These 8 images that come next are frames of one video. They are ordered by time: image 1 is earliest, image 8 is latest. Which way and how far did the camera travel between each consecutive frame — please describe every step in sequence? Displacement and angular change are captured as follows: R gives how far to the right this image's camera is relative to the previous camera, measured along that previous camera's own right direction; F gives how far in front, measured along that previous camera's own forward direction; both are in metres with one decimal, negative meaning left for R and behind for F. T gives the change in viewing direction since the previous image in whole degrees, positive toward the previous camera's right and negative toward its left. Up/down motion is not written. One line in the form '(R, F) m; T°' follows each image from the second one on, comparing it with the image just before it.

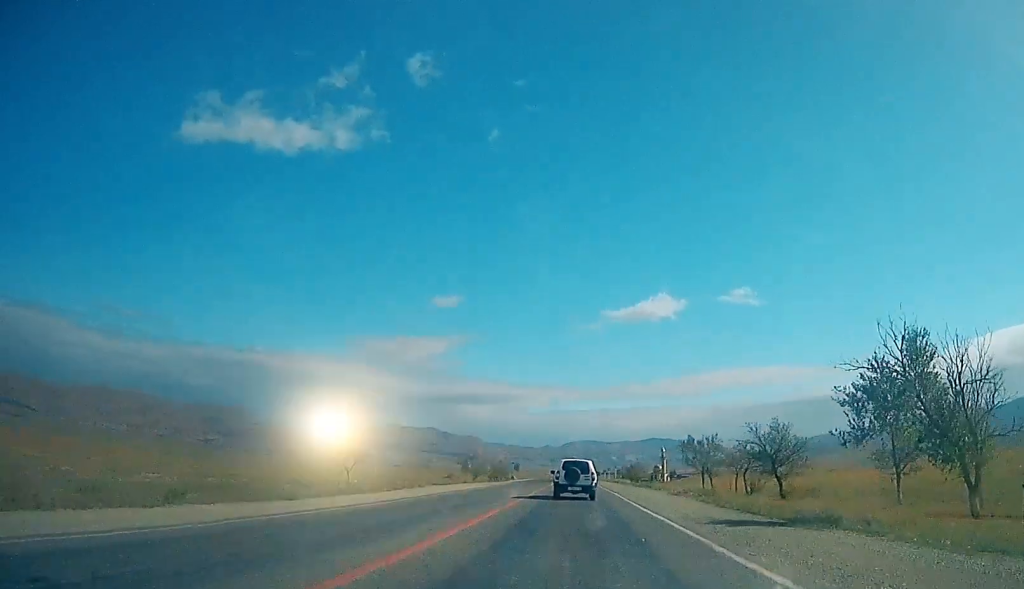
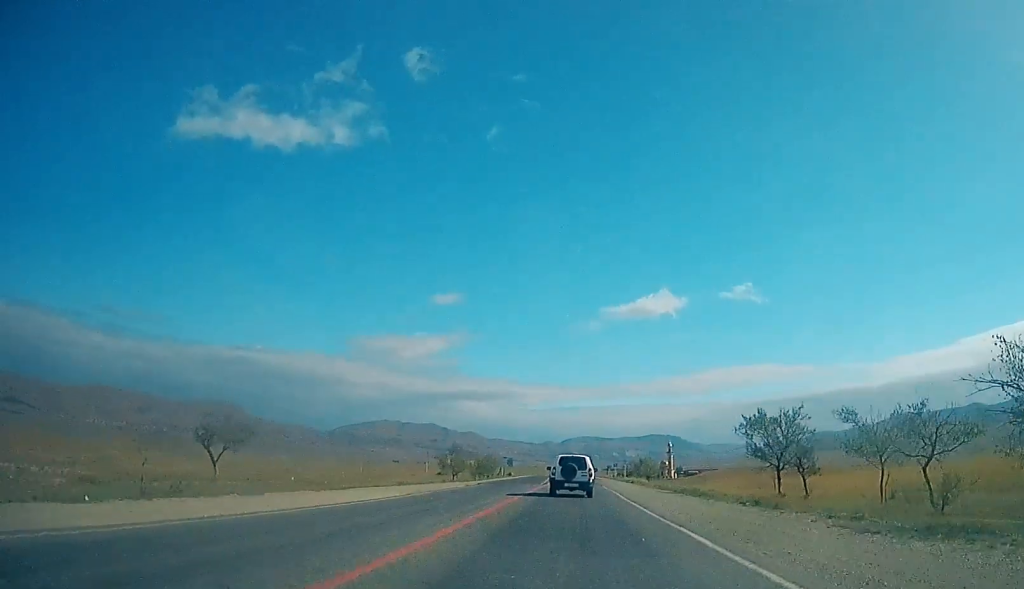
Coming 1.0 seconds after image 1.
(-0.1, +22.4) m; -1°
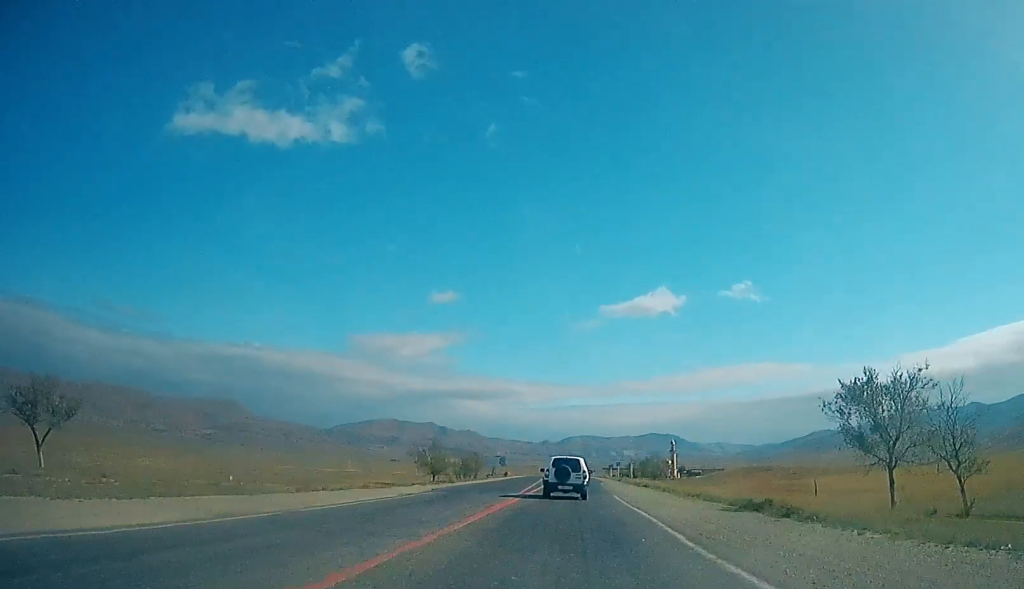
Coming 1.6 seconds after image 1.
(-0.1, +14.4) m; 0°
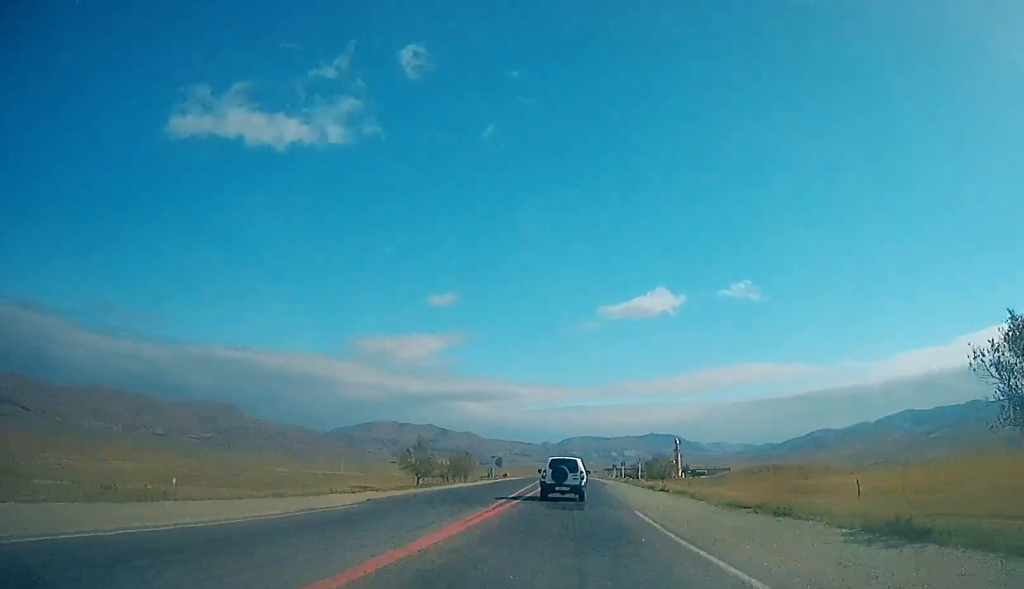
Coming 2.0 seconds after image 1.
(-0.1, +9.7) m; 0°
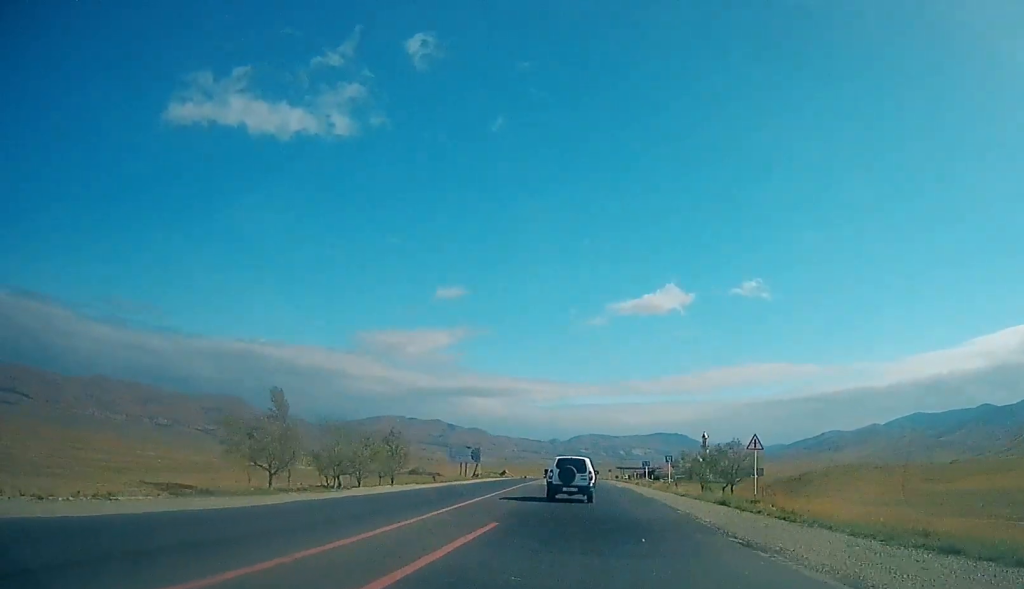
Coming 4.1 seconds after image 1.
(-0.1, +46.4) m; -1°
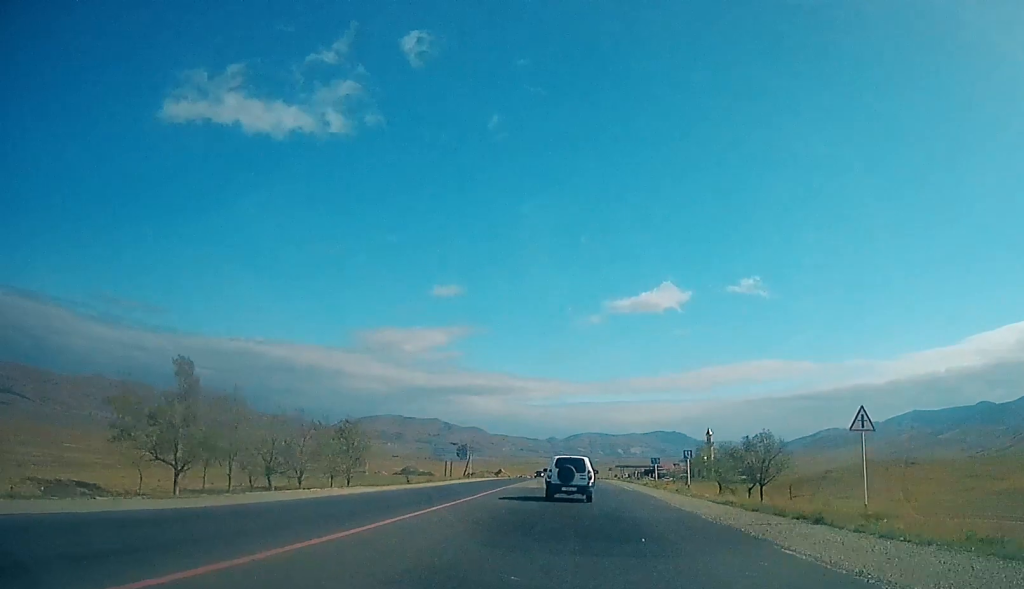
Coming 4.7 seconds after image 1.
(0.0, +11.5) m; 0°
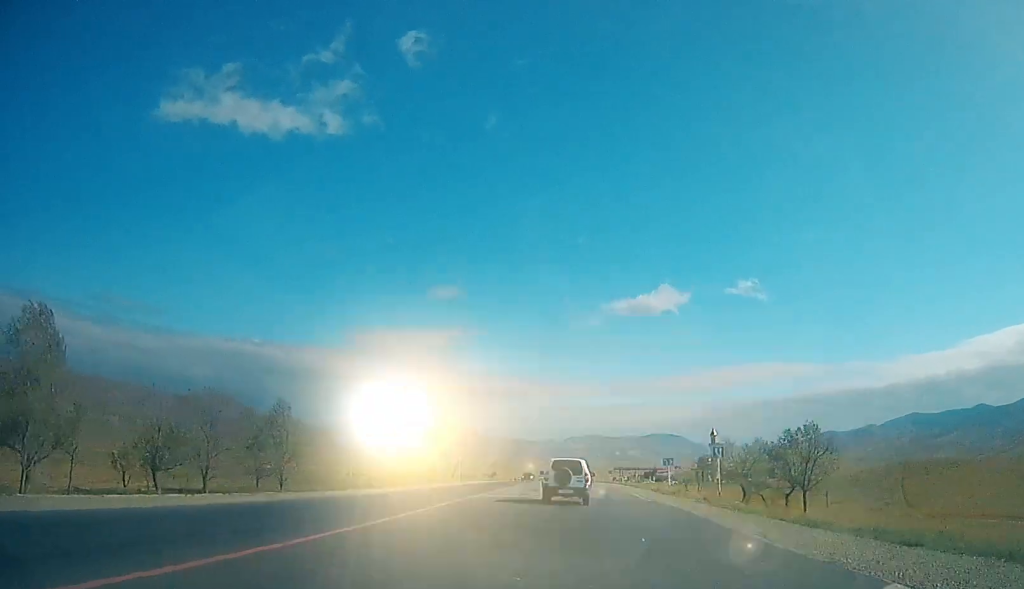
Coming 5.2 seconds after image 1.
(0.0, +11.5) m; 0°
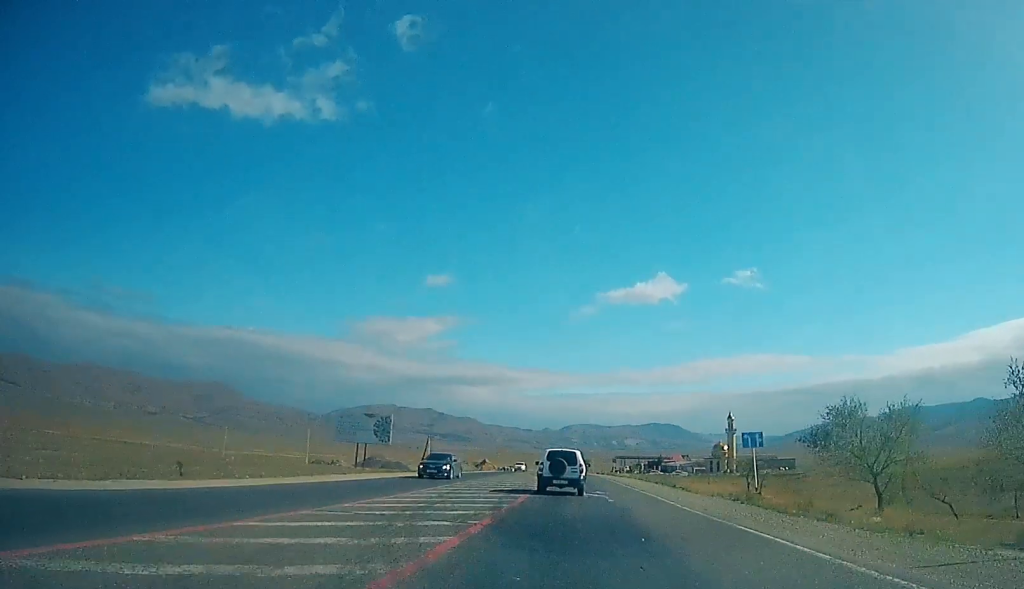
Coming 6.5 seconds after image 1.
(0.0, +28.2) m; +1°
